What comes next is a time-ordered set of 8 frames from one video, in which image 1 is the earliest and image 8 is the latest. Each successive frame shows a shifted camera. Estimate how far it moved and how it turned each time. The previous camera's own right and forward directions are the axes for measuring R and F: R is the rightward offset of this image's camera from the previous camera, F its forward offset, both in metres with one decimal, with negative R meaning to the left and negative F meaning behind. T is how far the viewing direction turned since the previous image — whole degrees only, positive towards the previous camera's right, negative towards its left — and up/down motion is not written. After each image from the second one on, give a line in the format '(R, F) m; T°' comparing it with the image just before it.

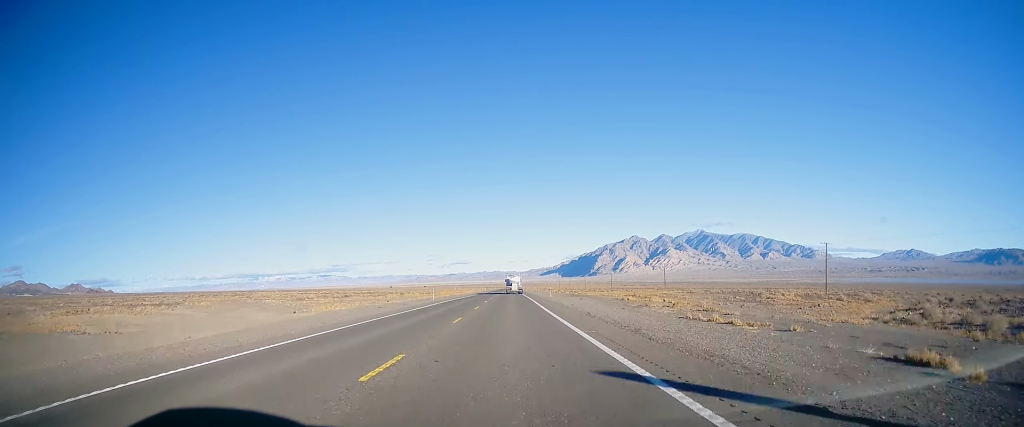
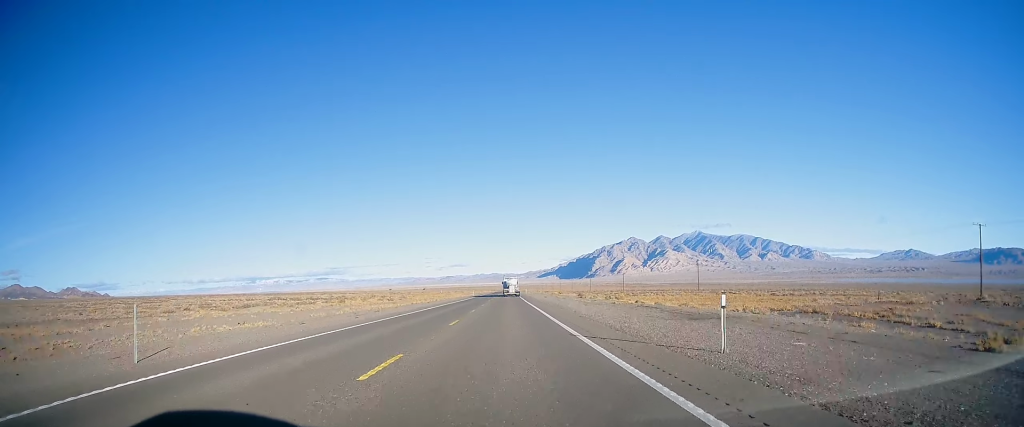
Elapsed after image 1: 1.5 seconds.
(-0.2, +48.4) m; 0°
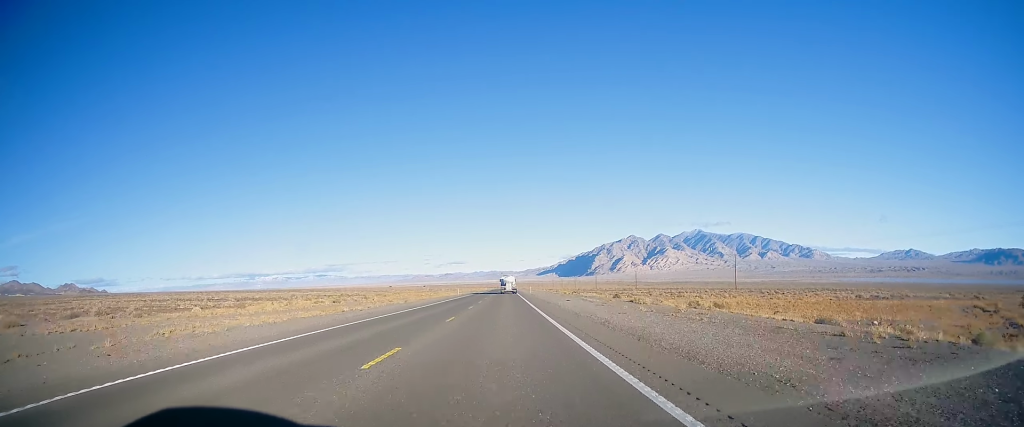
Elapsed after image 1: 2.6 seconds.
(+0.1, +35.1) m; 0°
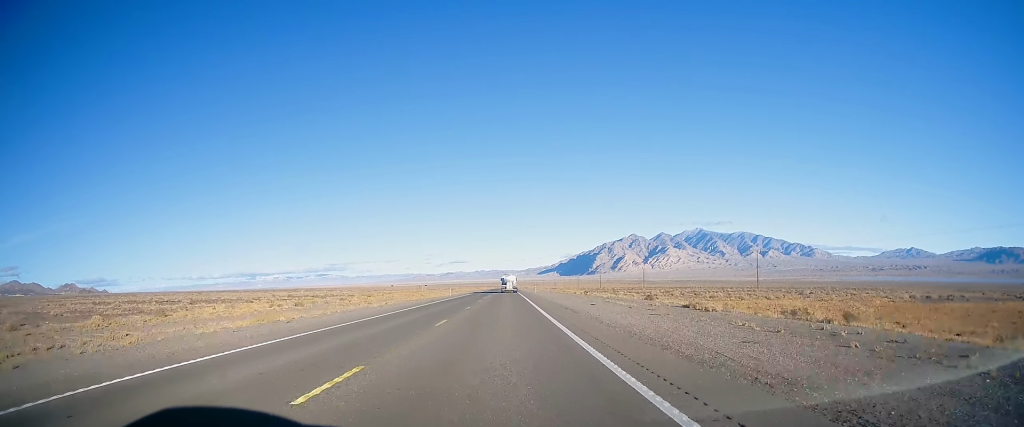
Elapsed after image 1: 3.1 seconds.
(+0.1, +14.8) m; 0°
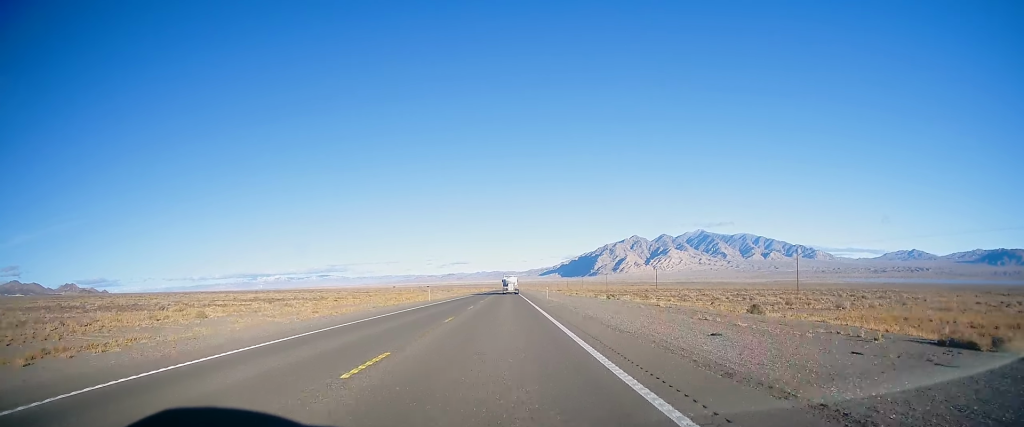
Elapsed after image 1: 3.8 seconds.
(-0.4, +22.1) m; 0°
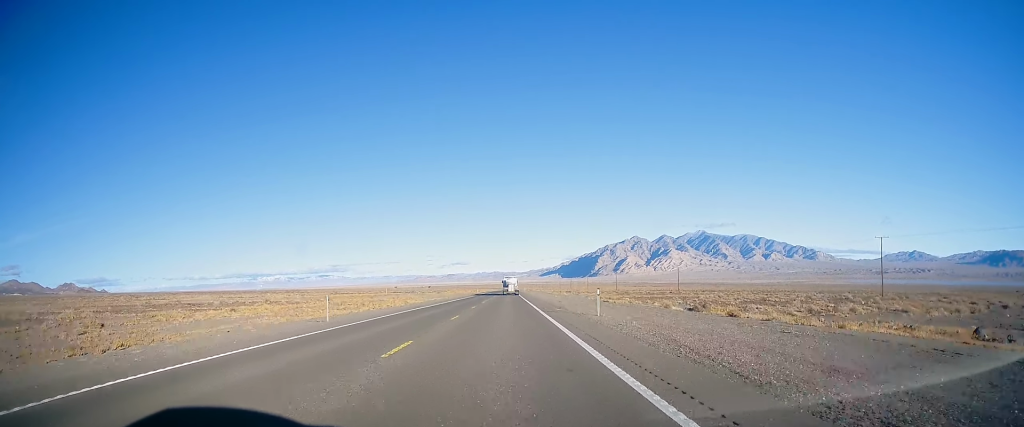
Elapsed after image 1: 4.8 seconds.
(+0.3, +33.7) m; +1°
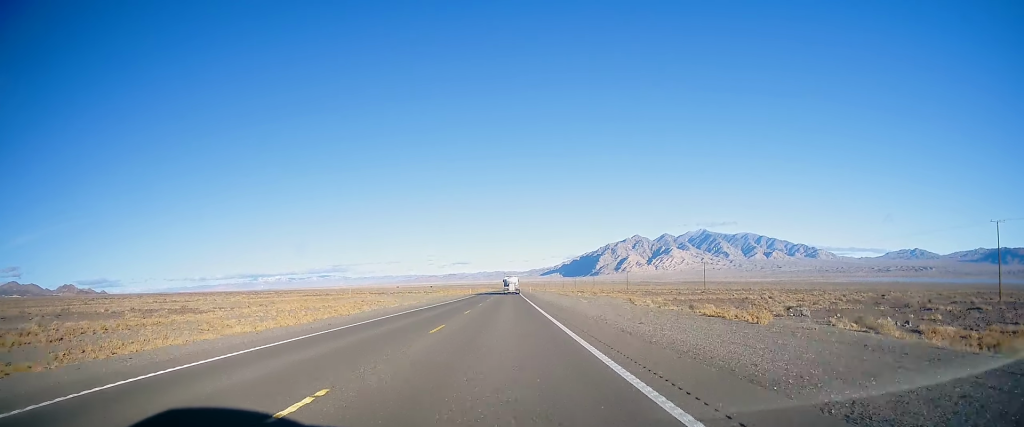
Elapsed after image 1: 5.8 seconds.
(0.0, +30.6) m; 0°
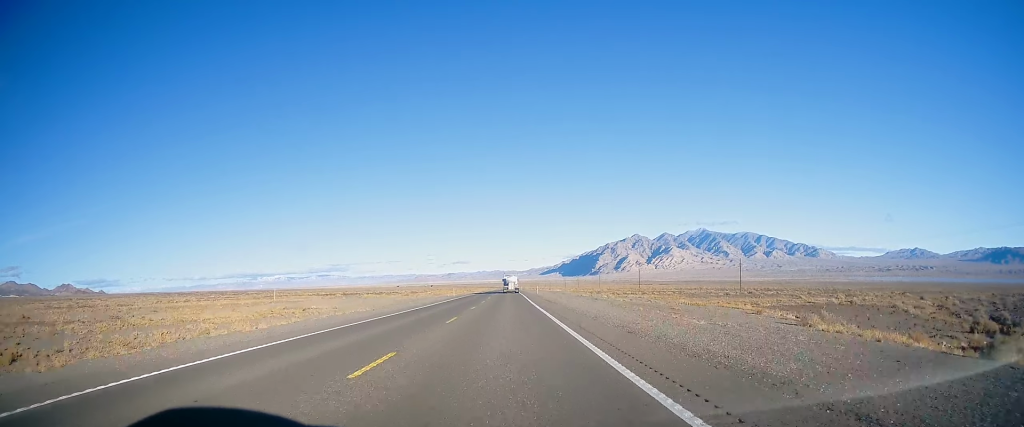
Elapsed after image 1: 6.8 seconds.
(0.0, +32.5) m; 0°
